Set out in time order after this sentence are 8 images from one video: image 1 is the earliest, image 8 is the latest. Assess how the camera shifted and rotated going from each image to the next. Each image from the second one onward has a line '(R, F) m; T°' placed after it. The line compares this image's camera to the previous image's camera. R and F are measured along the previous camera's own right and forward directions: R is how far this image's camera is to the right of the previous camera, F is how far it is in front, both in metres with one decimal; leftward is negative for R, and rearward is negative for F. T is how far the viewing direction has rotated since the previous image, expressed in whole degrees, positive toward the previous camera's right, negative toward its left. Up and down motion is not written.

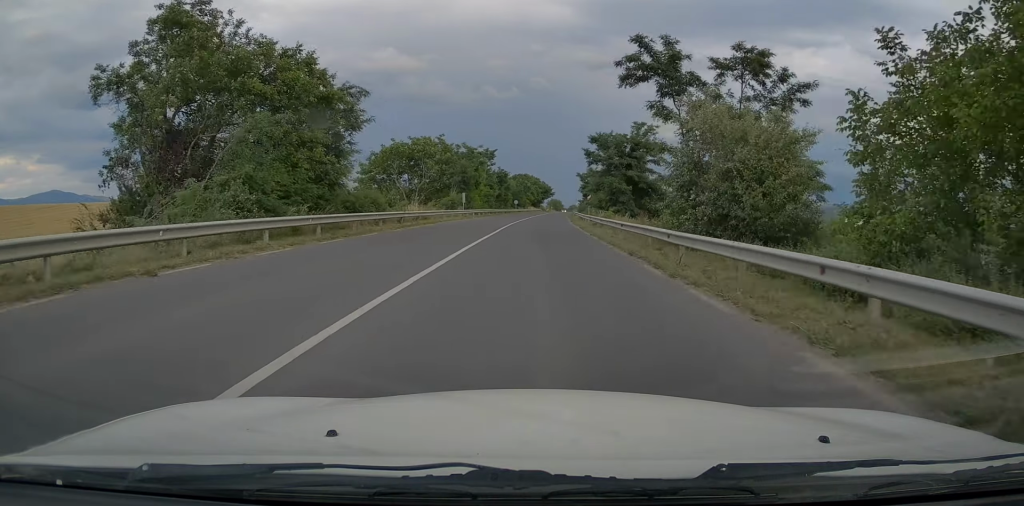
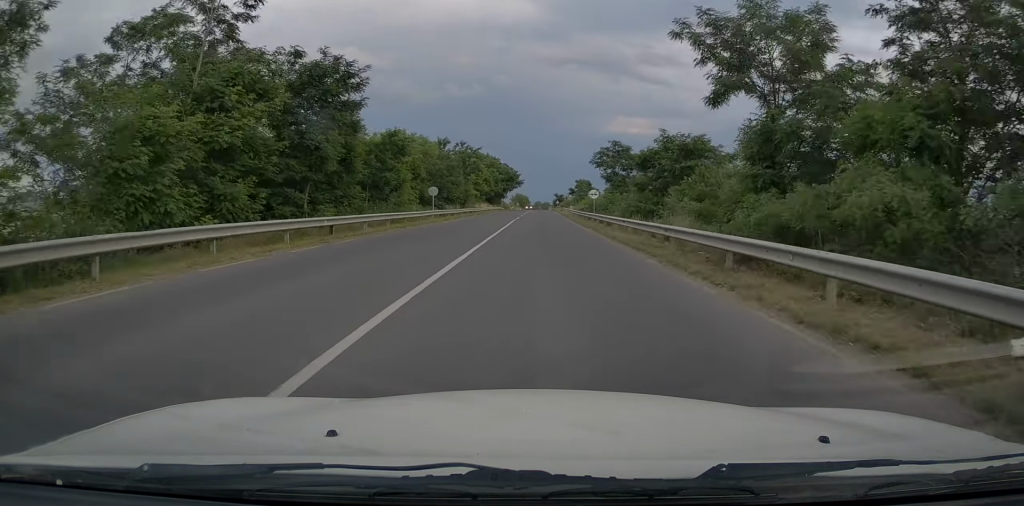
(+1.5, +70.2) m; +3°
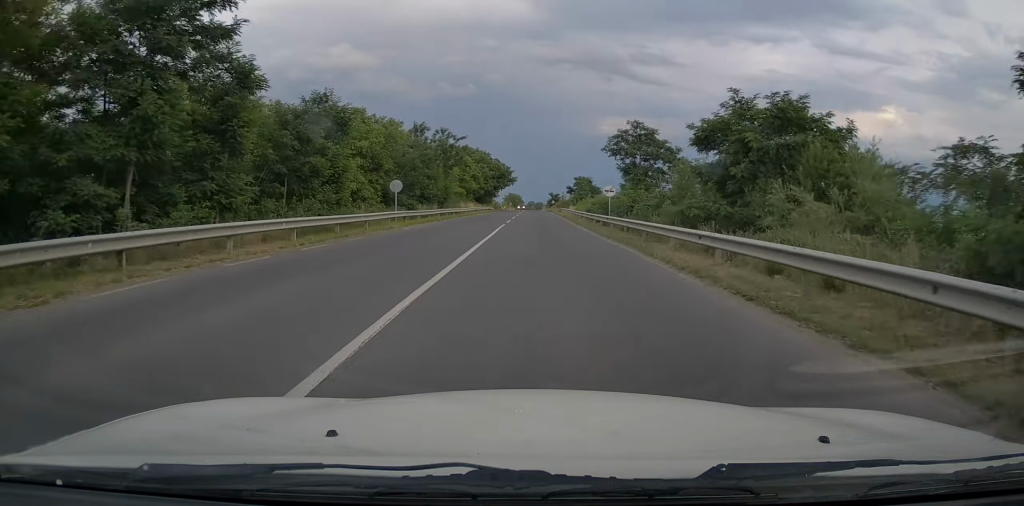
(-0.1, +11.3) m; +1°
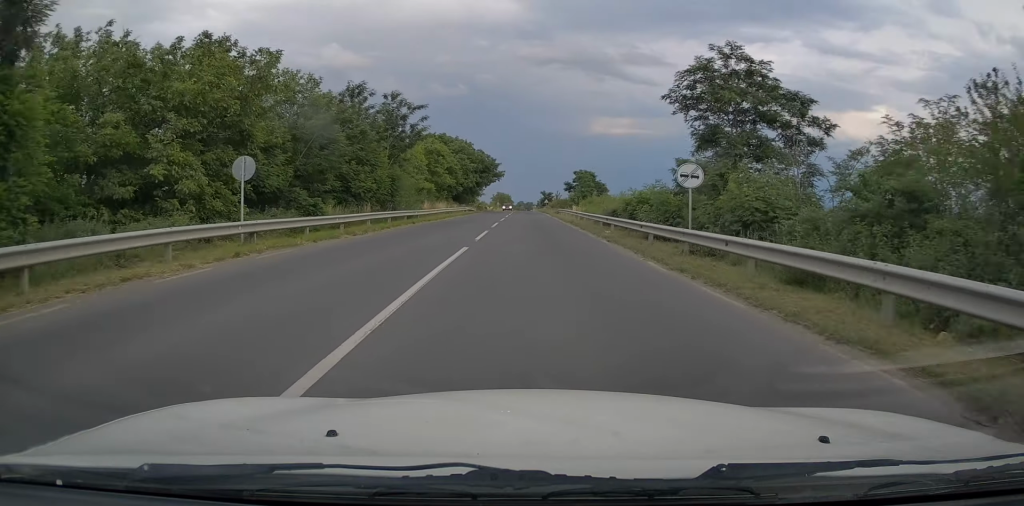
(+0.4, +18.3) m; 0°
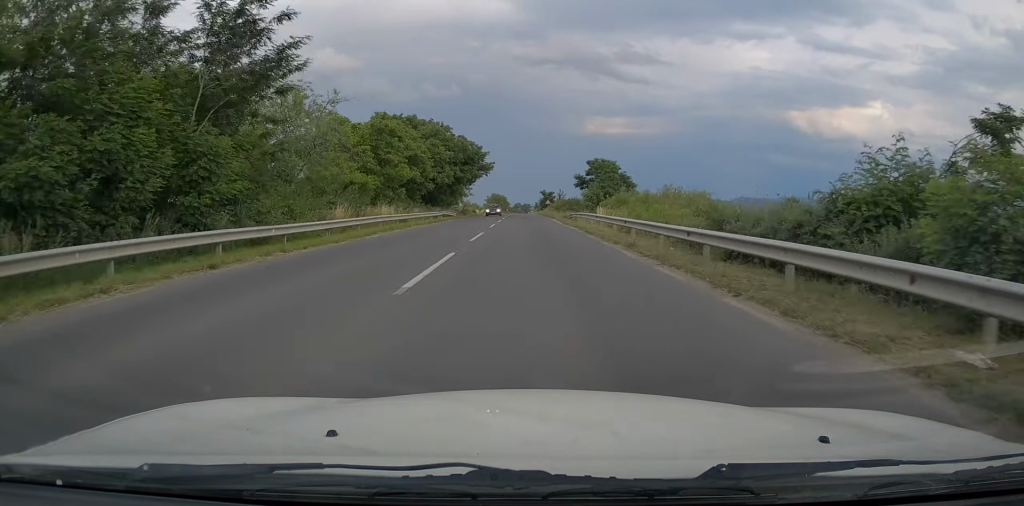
(-0.1, +21.7) m; 0°
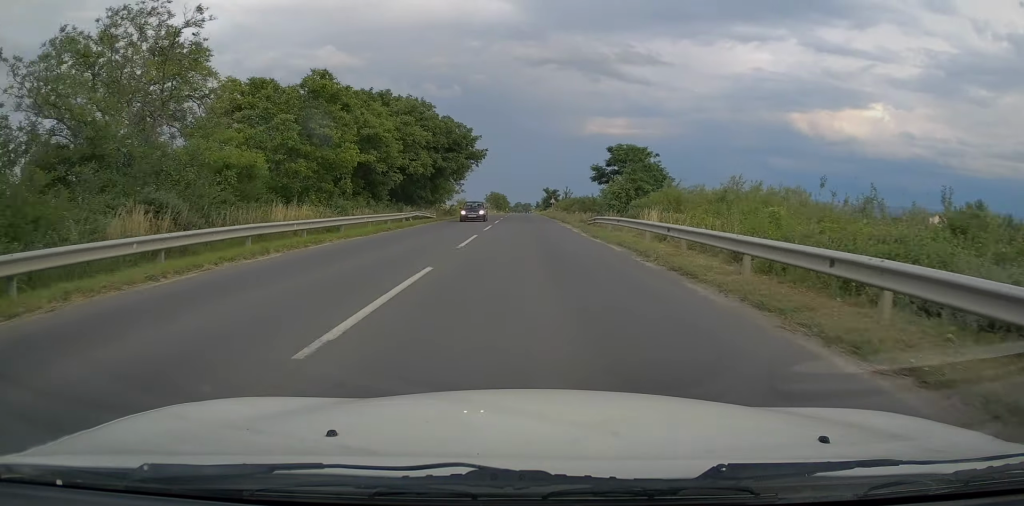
(-0.2, +14.4) m; 0°
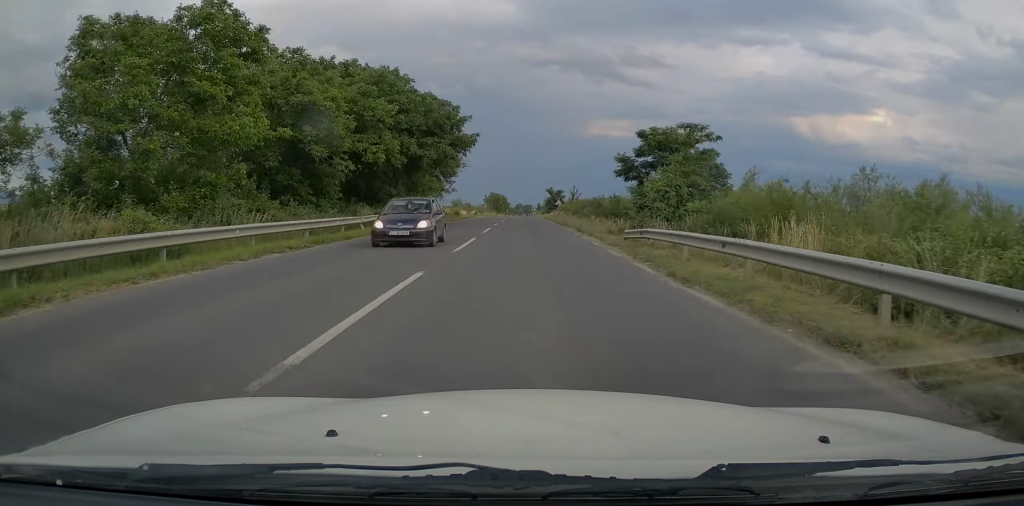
(+0.2, +11.9) m; 0°
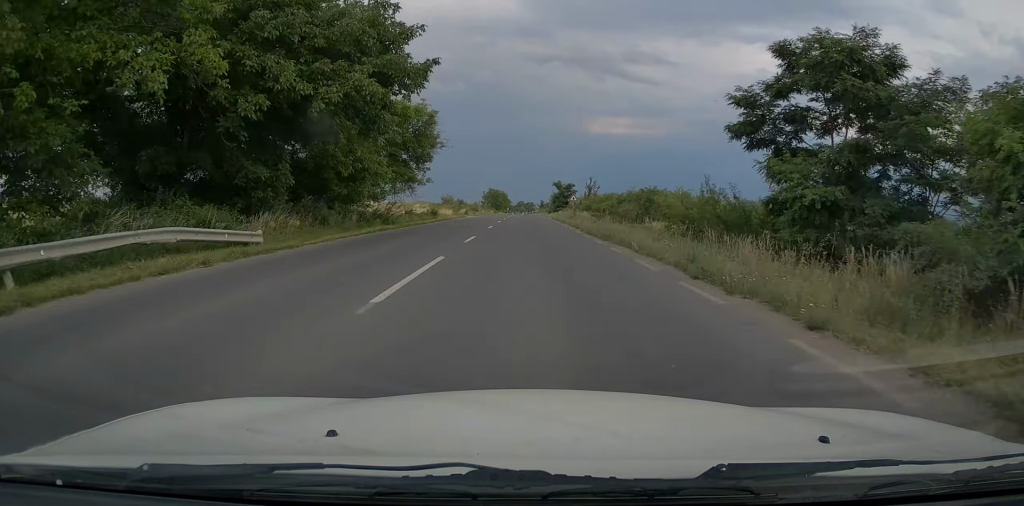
(0.0, +19.8) m; -1°
